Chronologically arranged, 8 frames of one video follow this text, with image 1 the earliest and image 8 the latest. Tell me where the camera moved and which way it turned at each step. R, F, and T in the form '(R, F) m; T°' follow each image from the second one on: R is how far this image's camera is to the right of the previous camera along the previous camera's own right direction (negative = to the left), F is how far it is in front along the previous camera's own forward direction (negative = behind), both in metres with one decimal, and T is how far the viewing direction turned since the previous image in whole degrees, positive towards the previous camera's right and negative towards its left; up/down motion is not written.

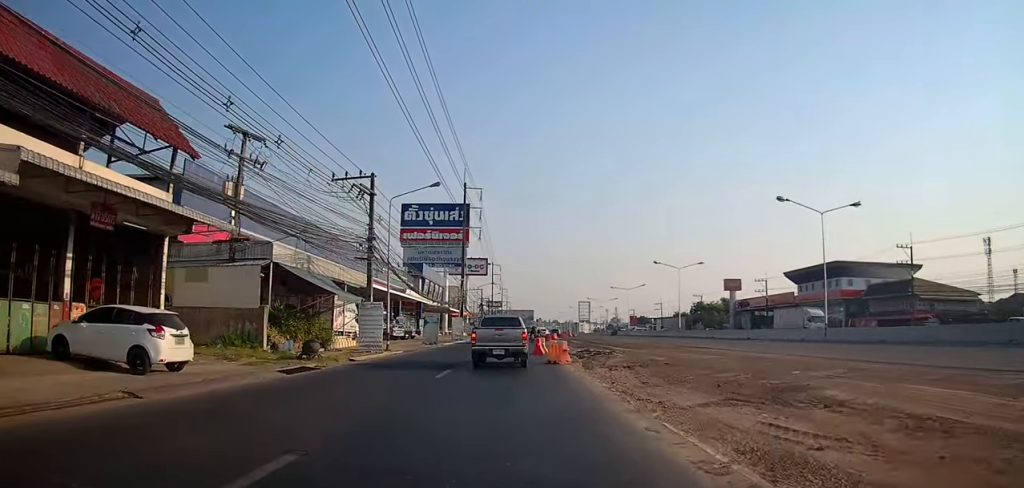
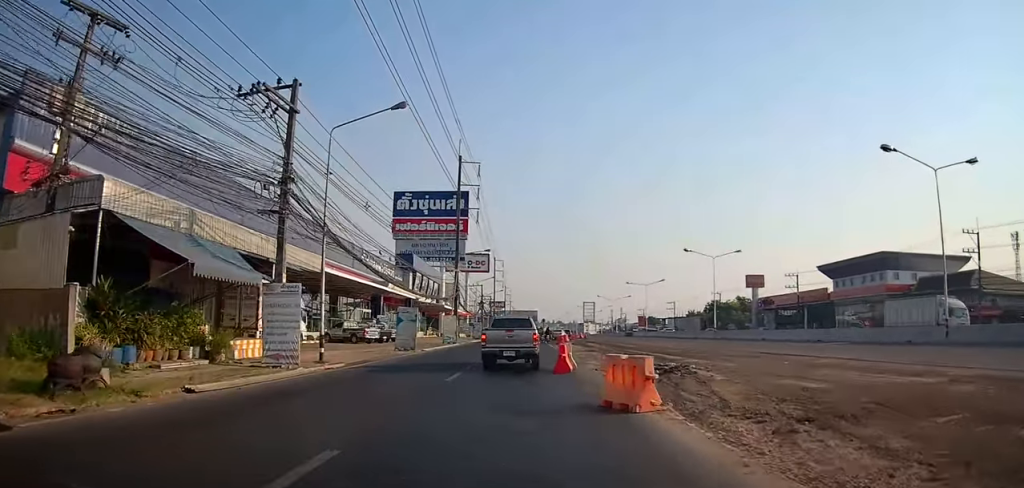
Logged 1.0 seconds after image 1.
(0.0, +11.7) m; 0°
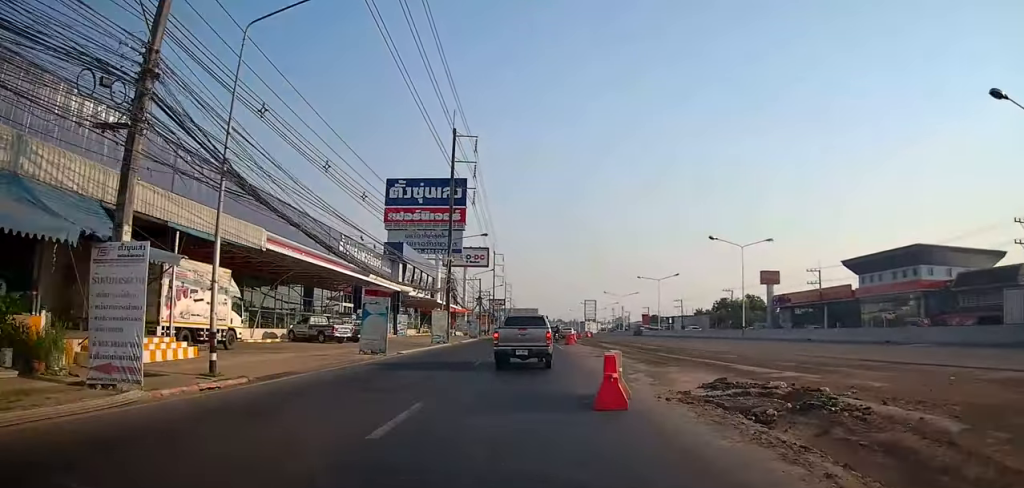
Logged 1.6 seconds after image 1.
(0.0, +7.7) m; 0°
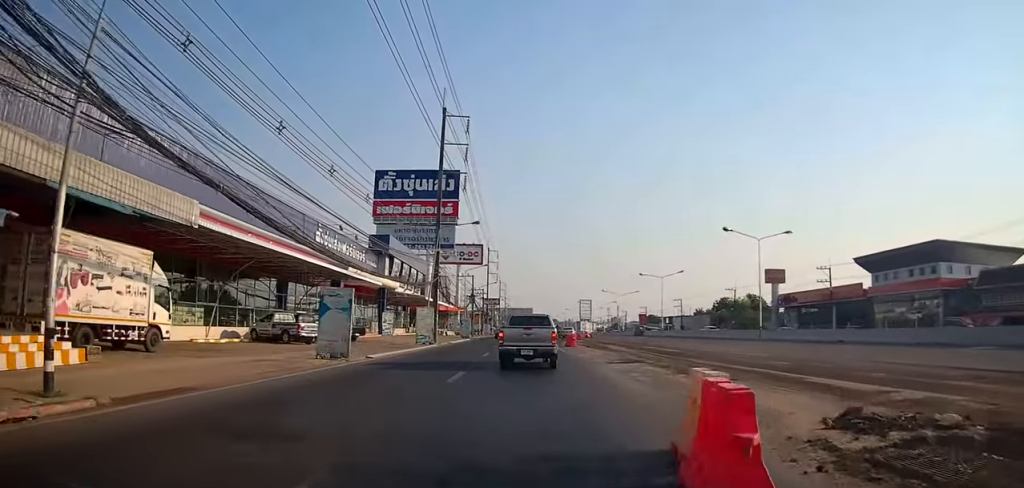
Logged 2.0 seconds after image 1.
(0.0, +5.1) m; 0°
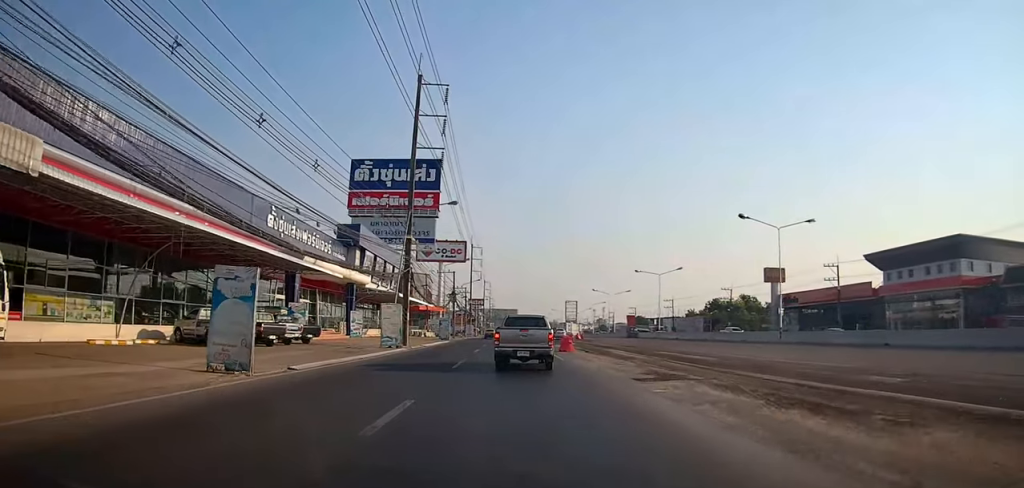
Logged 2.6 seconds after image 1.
(0.0, +6.8) m; +1°
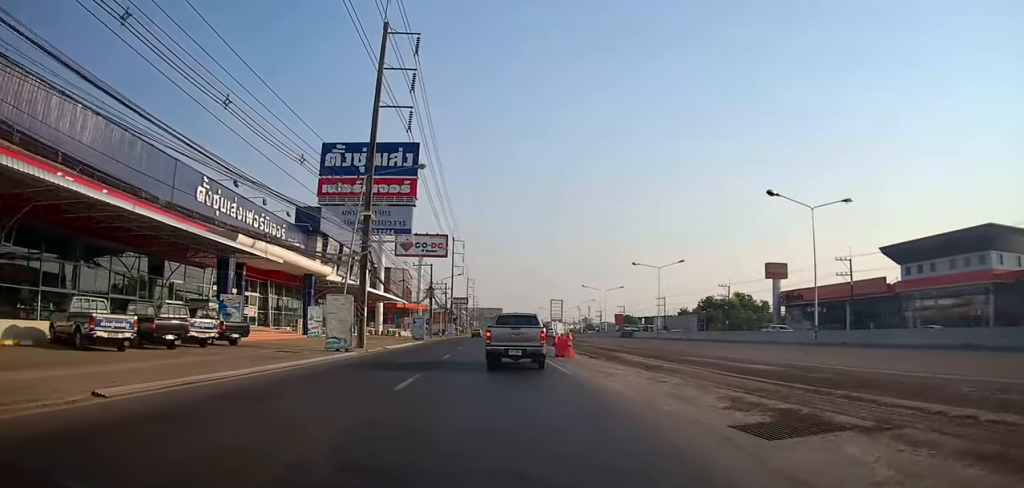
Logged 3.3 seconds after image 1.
(+0.1, +7.7) m; +3°
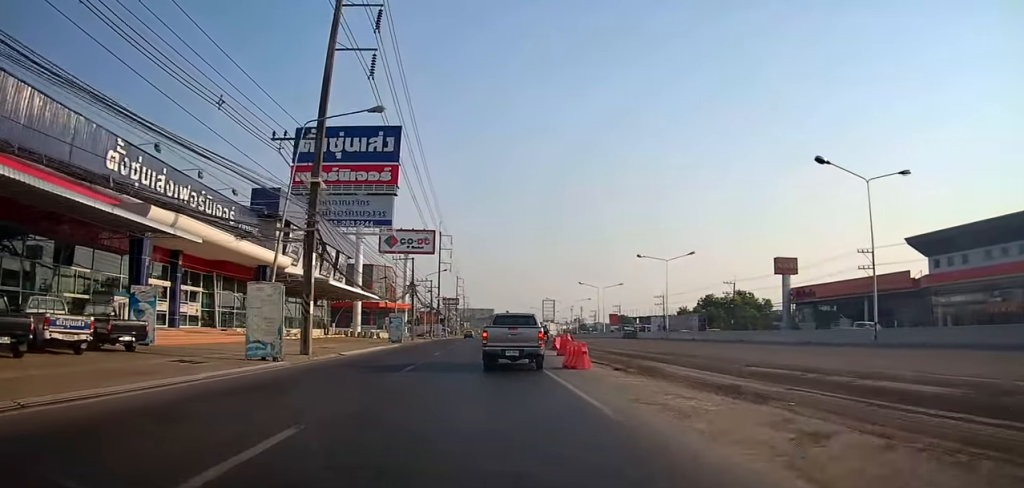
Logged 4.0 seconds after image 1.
(+0.1, +7.5) m; +3°
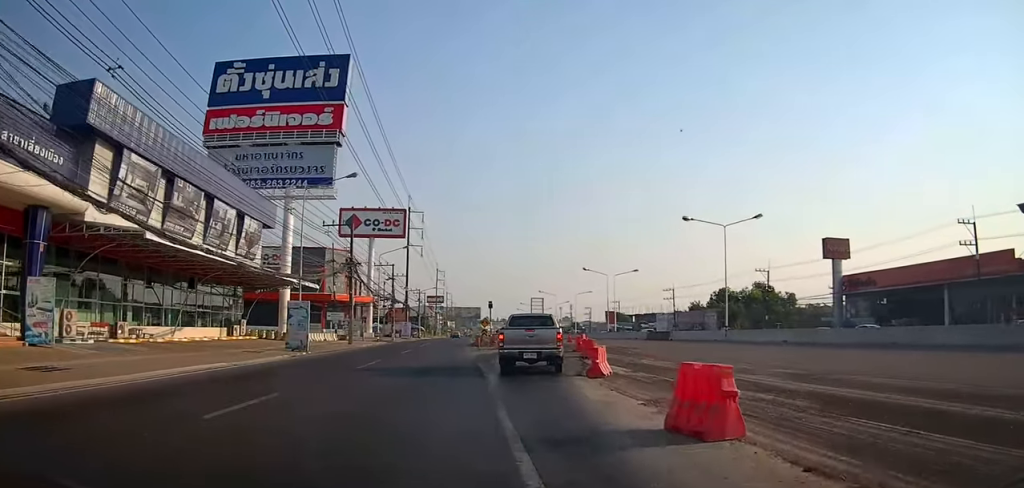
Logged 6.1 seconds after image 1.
(-0.1, +20.5) m; -3°
